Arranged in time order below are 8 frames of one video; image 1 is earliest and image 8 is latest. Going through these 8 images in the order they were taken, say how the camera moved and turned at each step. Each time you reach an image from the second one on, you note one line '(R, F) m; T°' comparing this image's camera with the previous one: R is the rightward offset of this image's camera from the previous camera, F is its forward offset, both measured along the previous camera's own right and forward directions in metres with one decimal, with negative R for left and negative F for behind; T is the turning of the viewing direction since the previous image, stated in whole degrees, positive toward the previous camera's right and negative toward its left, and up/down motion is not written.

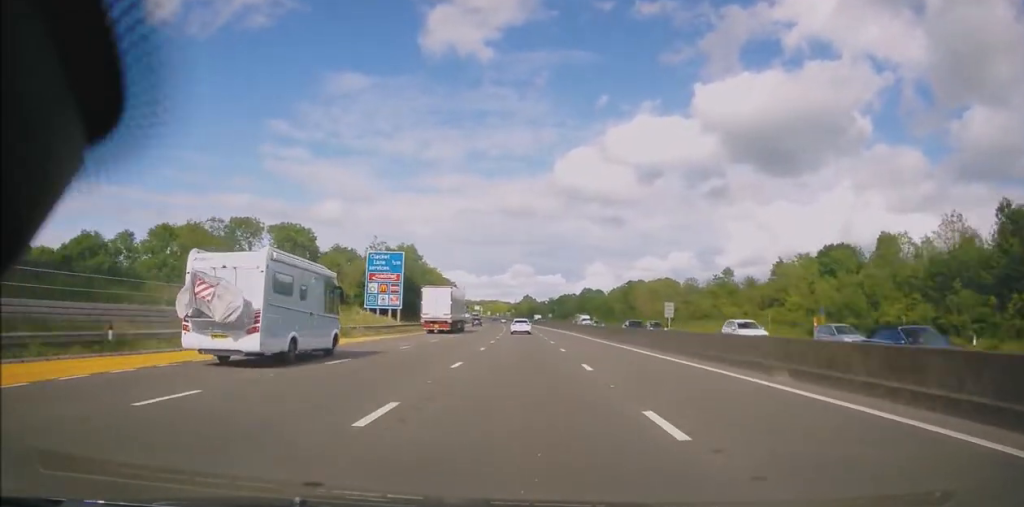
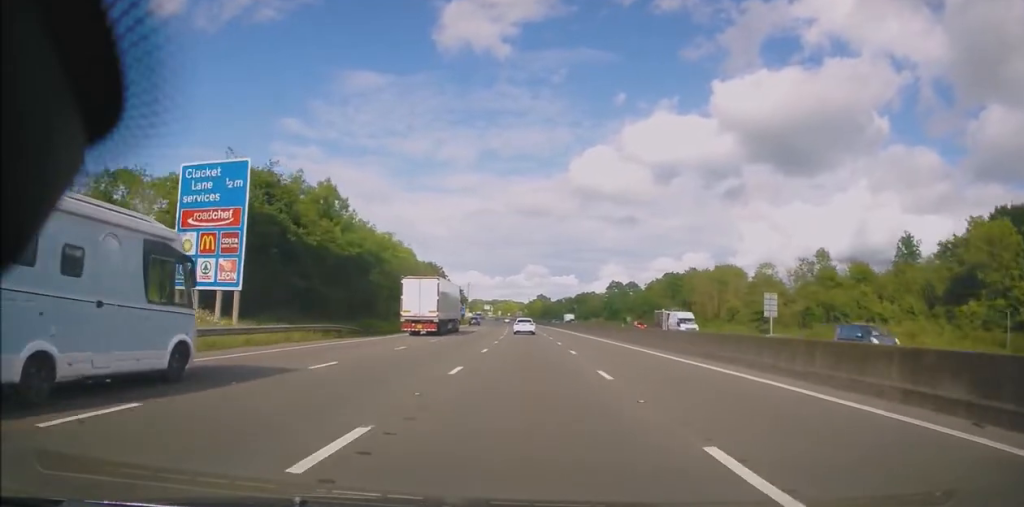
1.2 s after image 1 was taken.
(-0.7, +39.3) m; -1°
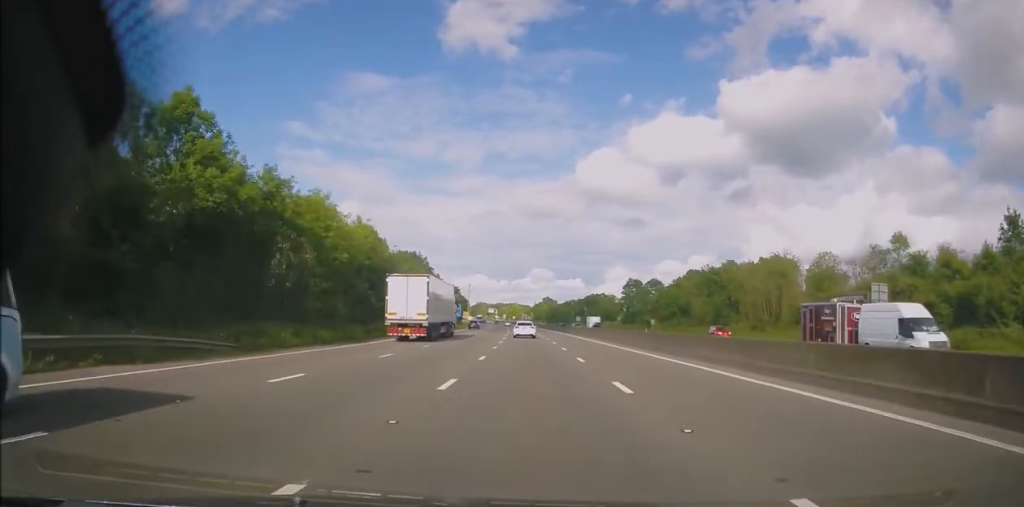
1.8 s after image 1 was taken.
(0.0, +20.7) m; 0°
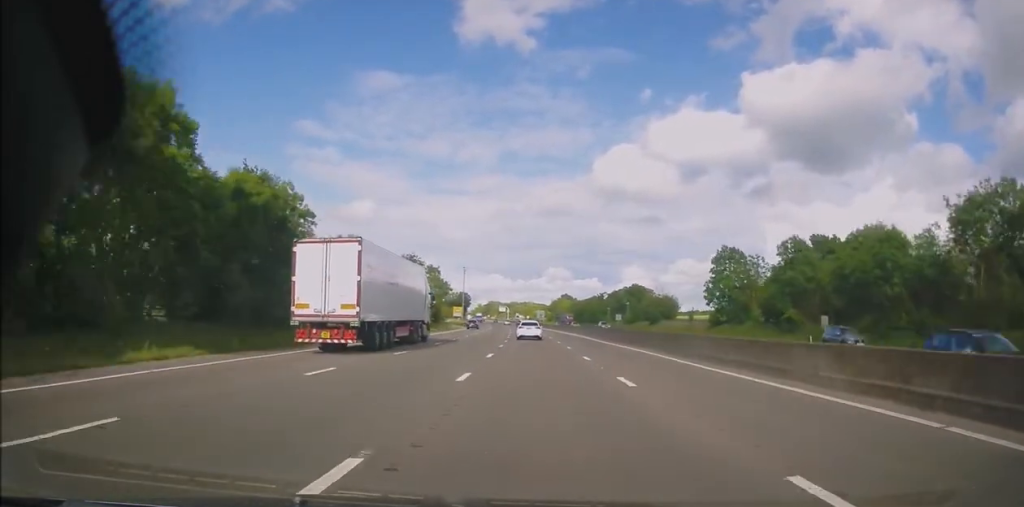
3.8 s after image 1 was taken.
(-0.8, +63.6) m; -2°
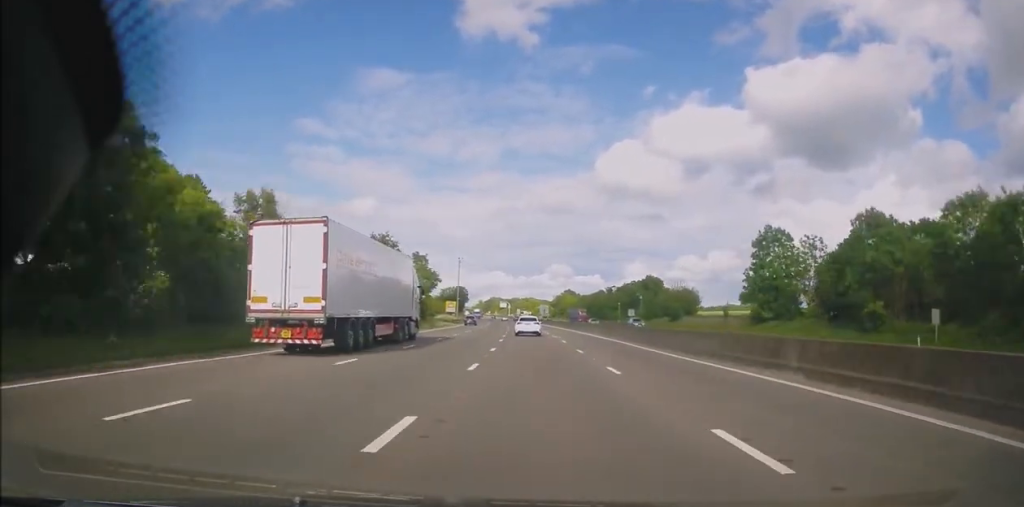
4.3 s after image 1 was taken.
(-0.1, +16.0) m; 0°
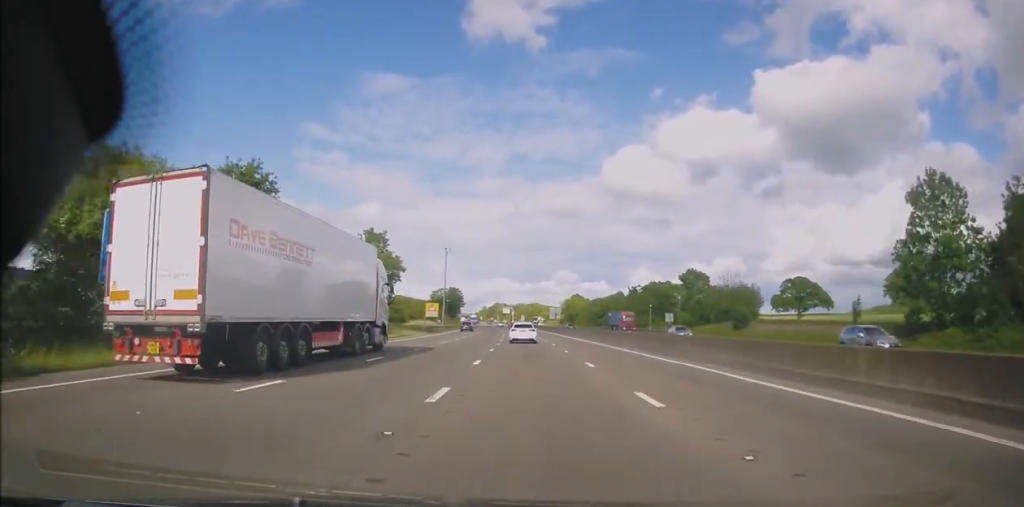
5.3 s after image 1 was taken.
(-0.1, +31.5) m; 0°
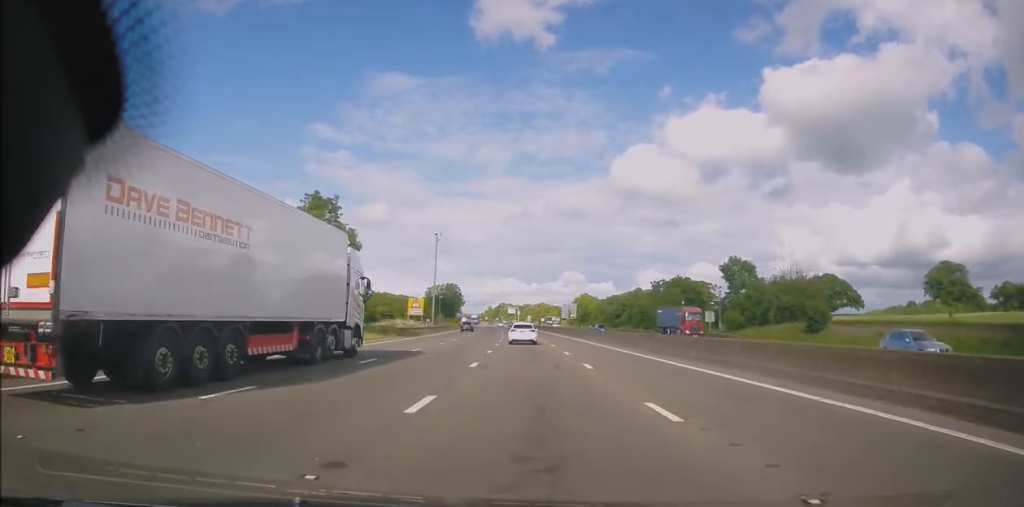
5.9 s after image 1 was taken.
(+0.4, +19.7) m; -1°
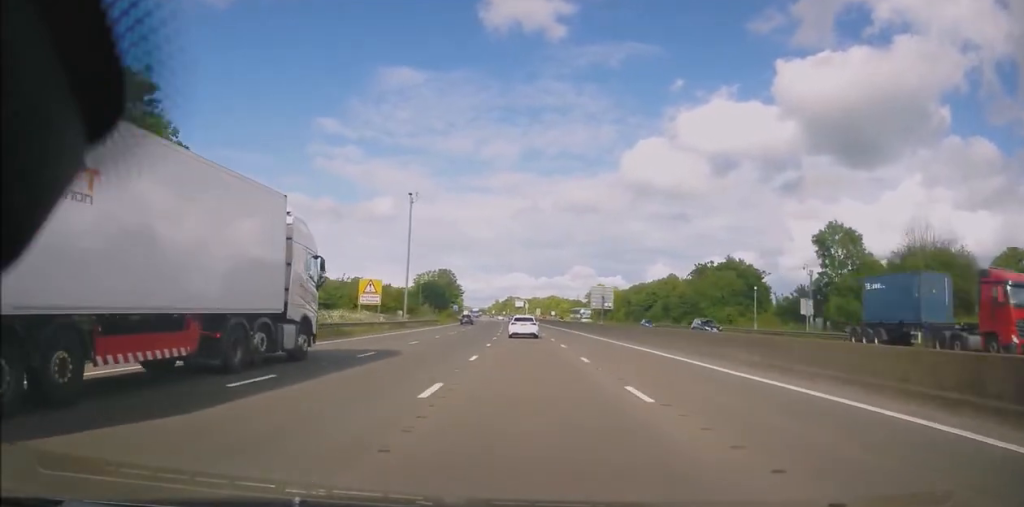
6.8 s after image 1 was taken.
(-0.6, +27.6) m; -1°
